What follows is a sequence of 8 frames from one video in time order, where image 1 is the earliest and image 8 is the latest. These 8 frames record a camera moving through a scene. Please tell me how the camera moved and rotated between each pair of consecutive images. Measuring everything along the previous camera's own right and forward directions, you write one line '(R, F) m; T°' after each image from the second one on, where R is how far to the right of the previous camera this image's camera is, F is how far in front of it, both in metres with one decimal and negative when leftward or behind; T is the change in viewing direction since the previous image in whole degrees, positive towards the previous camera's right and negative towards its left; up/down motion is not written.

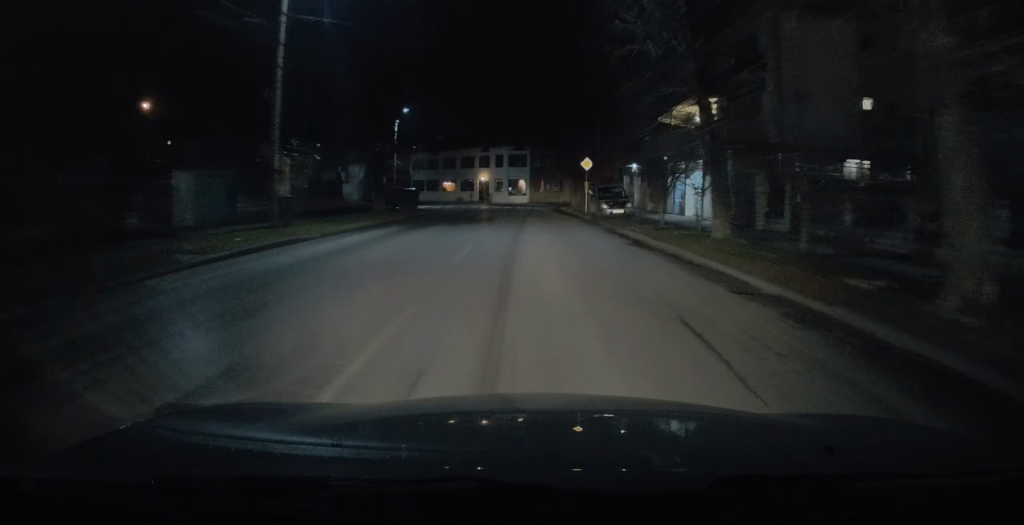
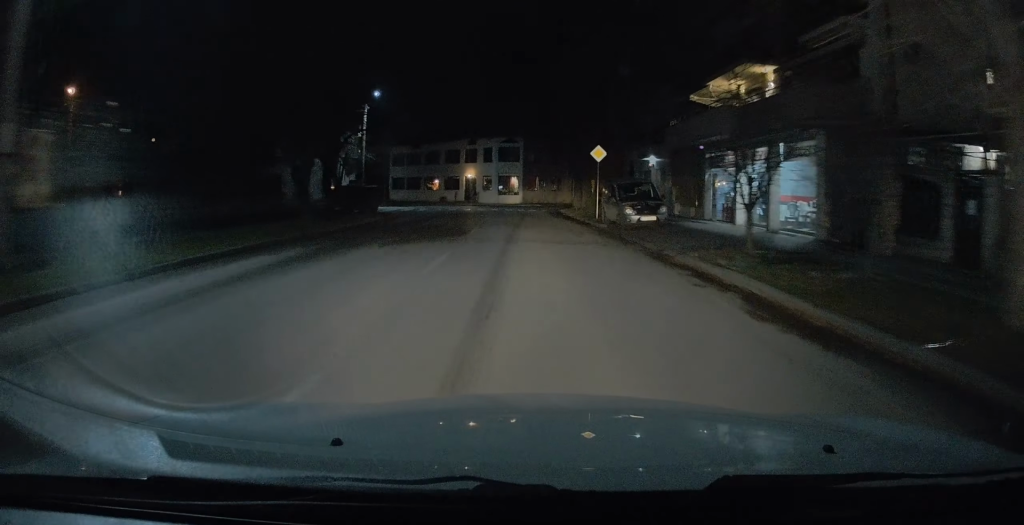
(-0.1, +10.0) m; +1°
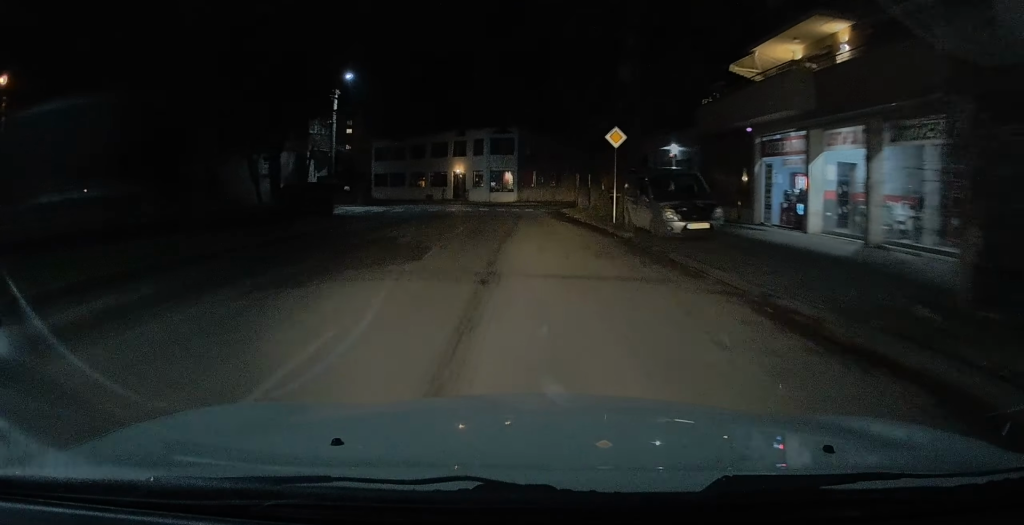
(+0.1, +7.3) m; +1°
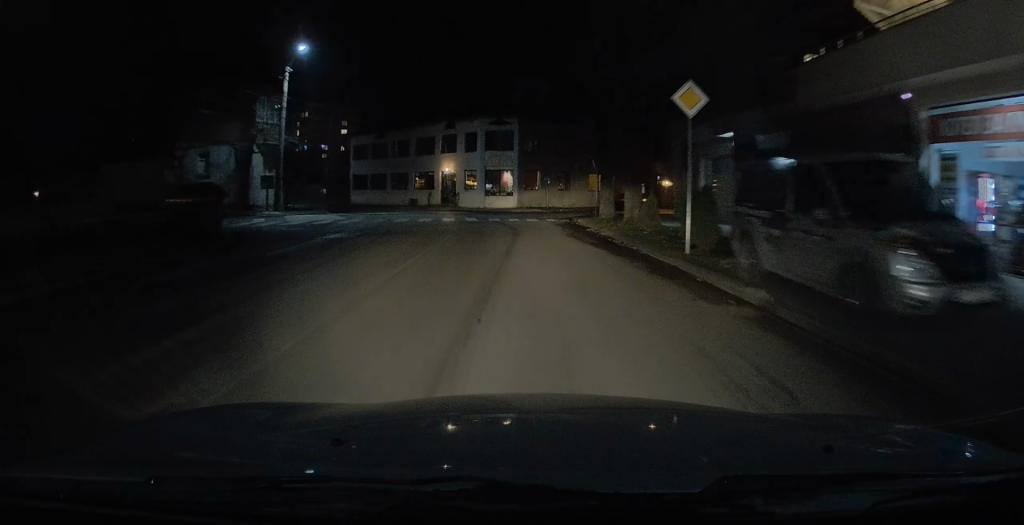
(+0.1, +10.3) m; -1°
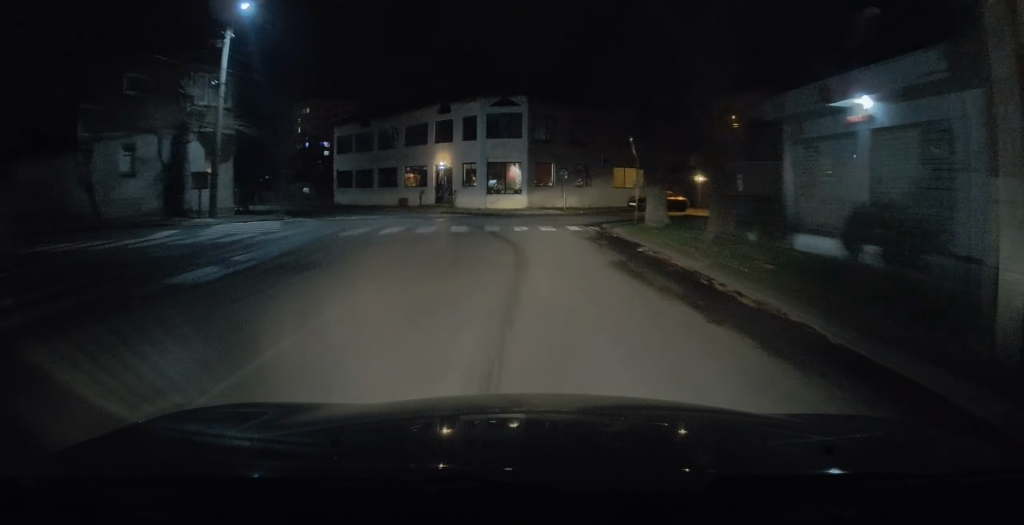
(-0.2, +8.7) m; -1°
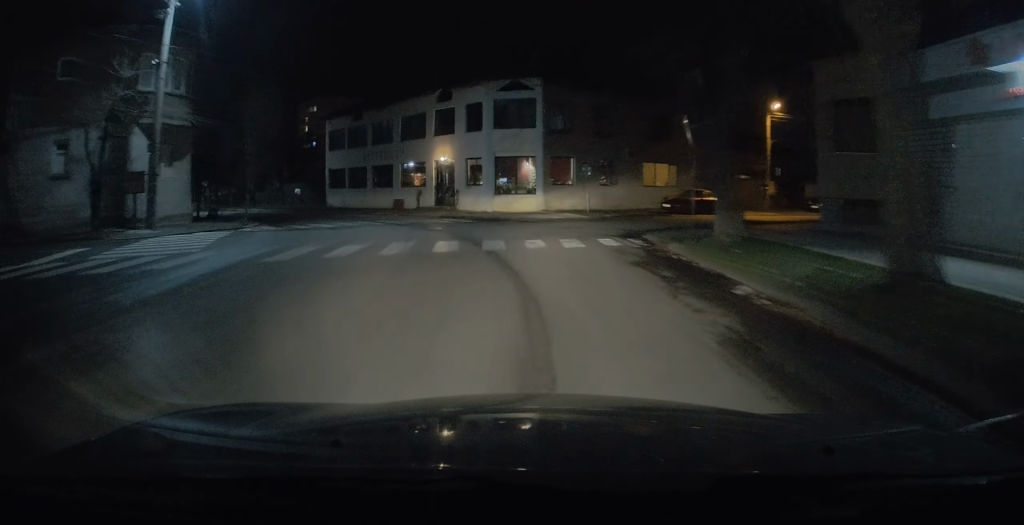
(0.0, +5.9) m; 0°
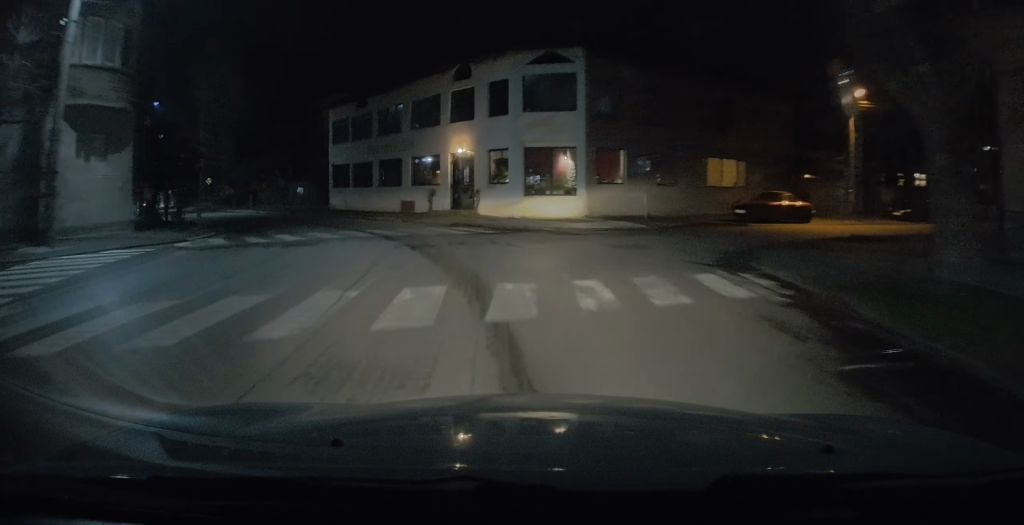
(-0.1, +7.0) m; -2°
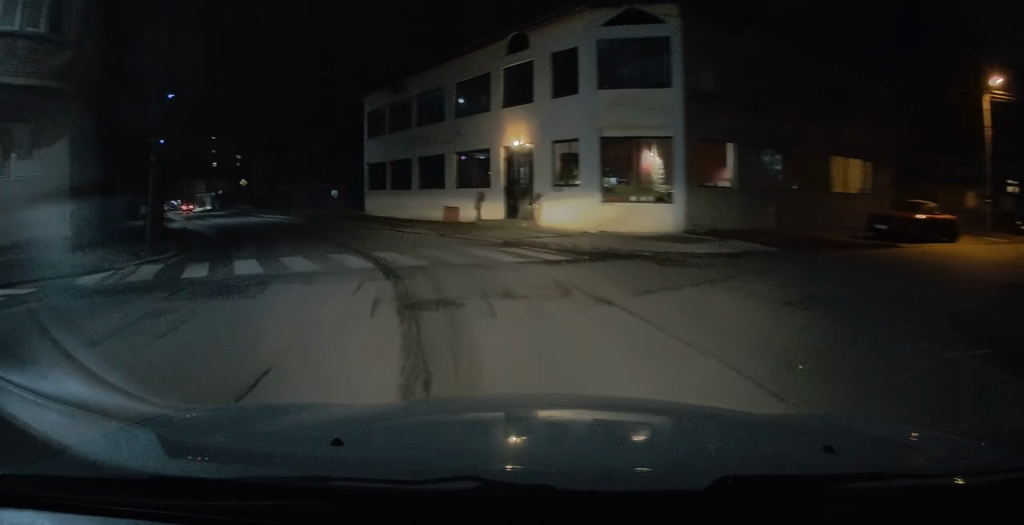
(-0.1, +6.7) m; -4°
